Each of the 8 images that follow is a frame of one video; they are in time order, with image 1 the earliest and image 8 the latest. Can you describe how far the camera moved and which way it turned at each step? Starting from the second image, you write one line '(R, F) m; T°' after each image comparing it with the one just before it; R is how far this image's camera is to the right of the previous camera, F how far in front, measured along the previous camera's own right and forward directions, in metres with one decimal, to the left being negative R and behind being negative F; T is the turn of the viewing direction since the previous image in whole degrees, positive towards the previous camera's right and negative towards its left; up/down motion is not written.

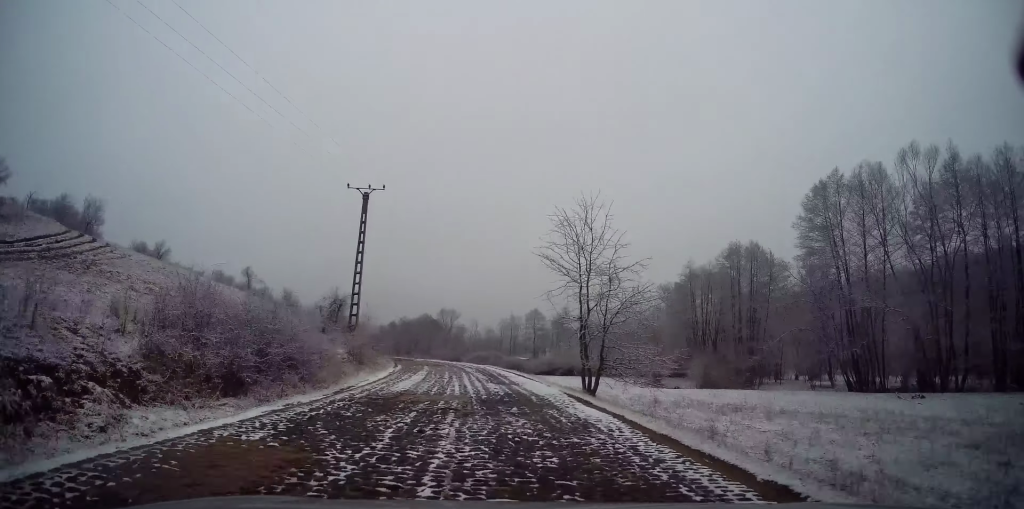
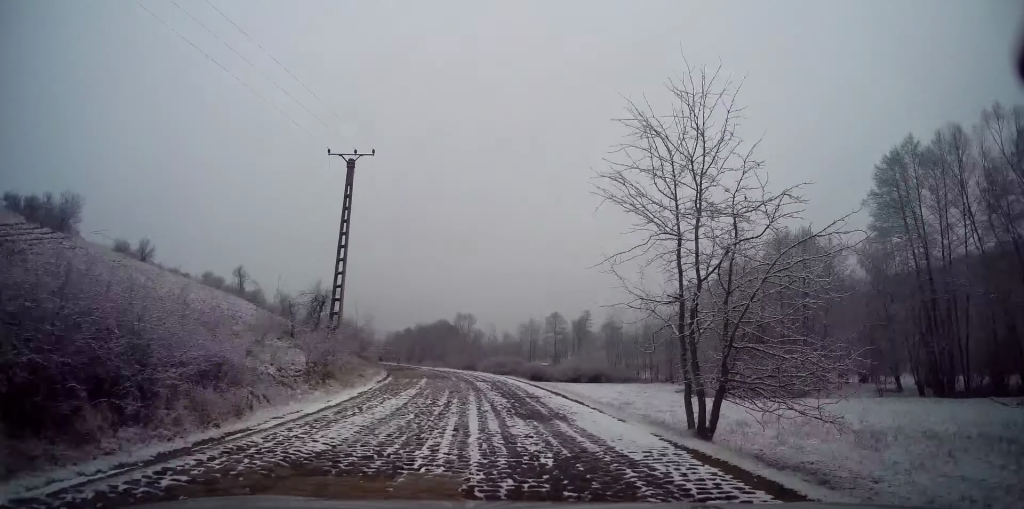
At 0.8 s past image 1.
(-0.8, +8.2) m; -2°
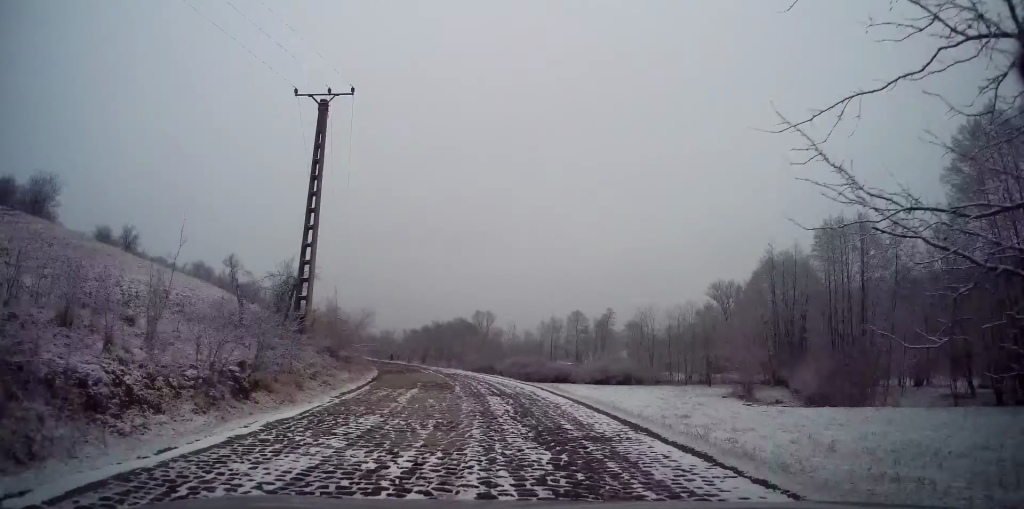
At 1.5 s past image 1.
(0.0, +7.6) m; -1°
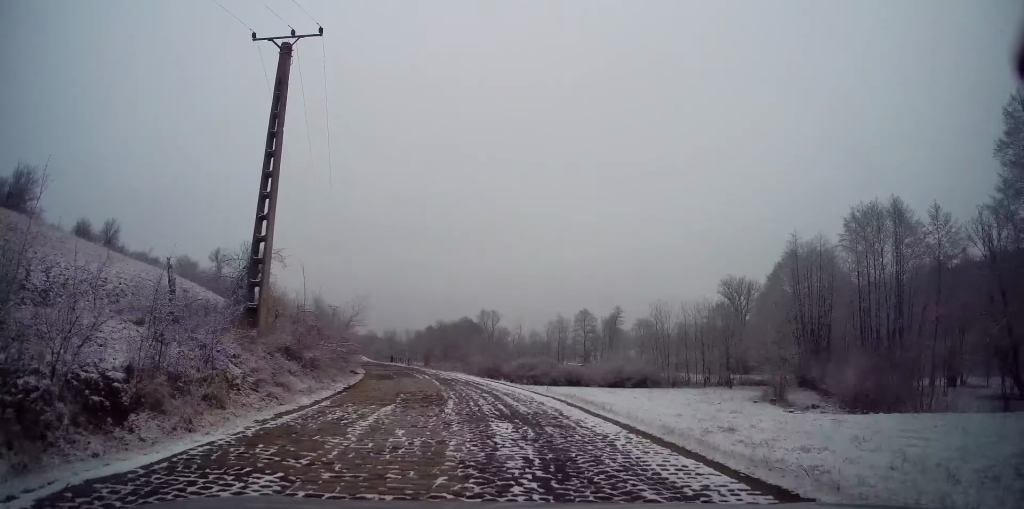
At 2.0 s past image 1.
(+0.3, +4.8) m; 0°
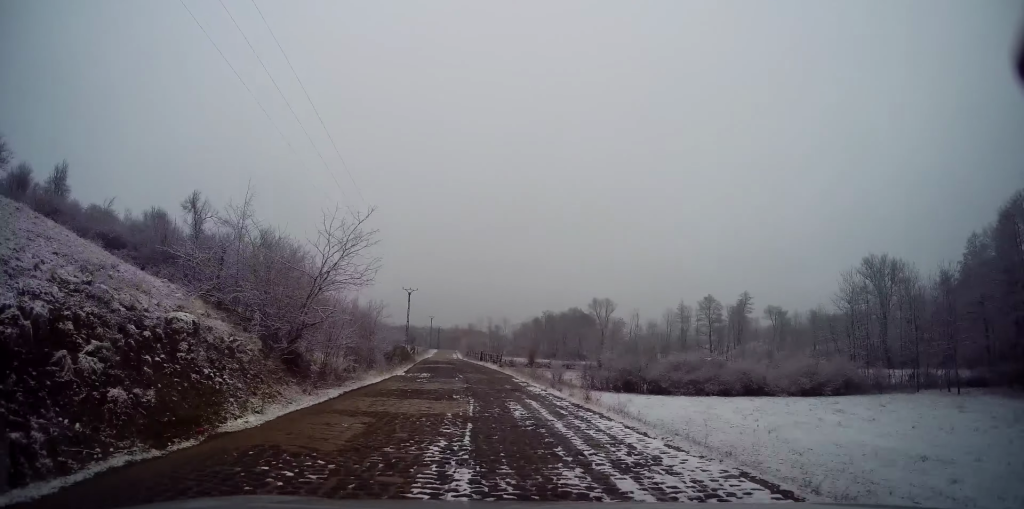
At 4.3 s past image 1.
(-1.5, +23.4) m; -8°
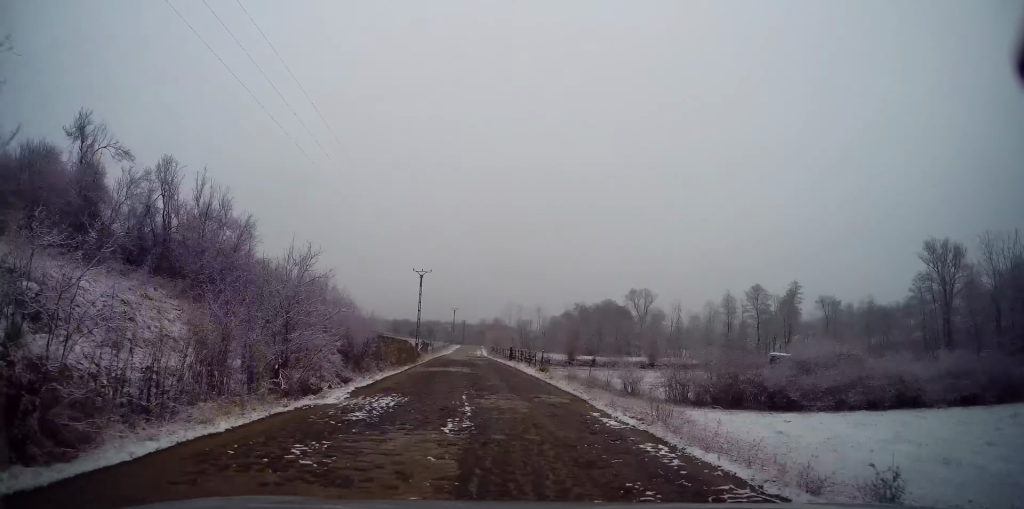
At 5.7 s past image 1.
(-1.1, +15.2) m; -6°
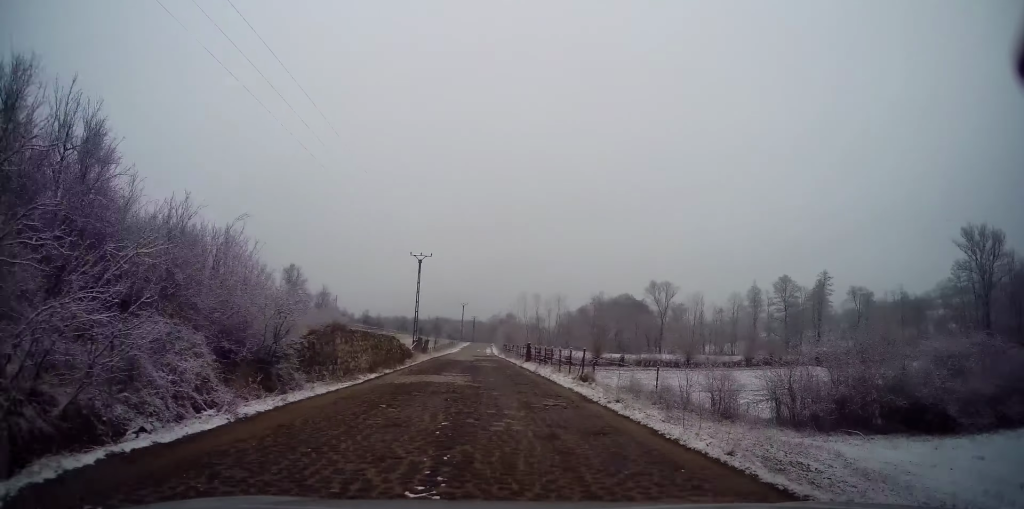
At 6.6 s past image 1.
(-0.1, +10.3) m; -2°
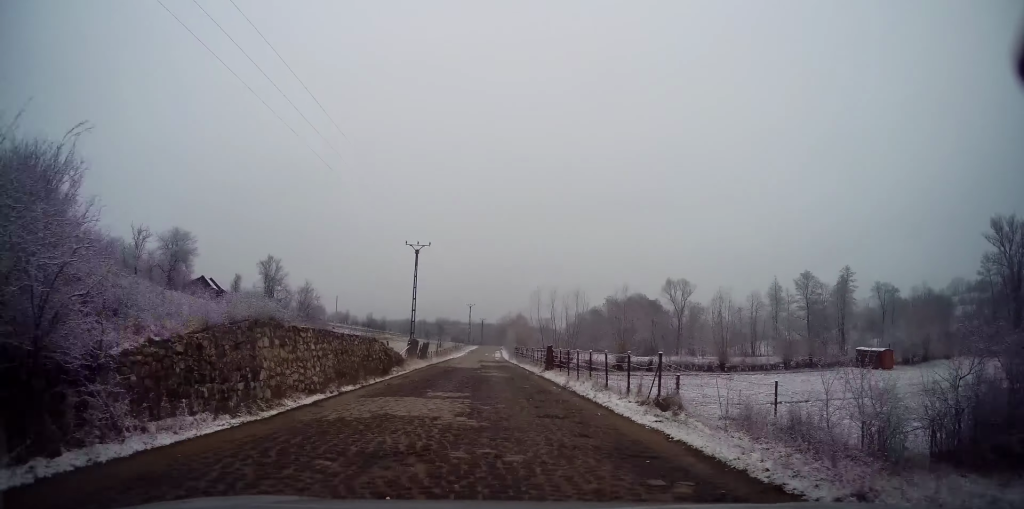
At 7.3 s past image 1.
(-0.1, +7.4) m; -2°
